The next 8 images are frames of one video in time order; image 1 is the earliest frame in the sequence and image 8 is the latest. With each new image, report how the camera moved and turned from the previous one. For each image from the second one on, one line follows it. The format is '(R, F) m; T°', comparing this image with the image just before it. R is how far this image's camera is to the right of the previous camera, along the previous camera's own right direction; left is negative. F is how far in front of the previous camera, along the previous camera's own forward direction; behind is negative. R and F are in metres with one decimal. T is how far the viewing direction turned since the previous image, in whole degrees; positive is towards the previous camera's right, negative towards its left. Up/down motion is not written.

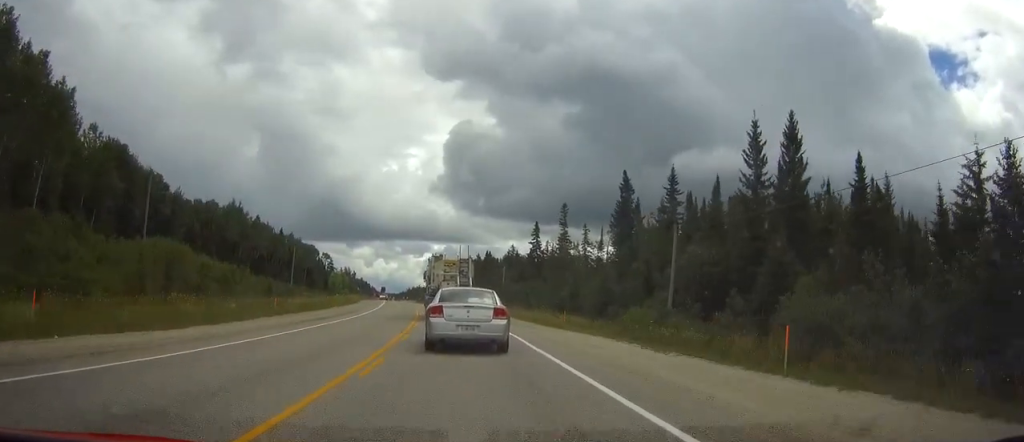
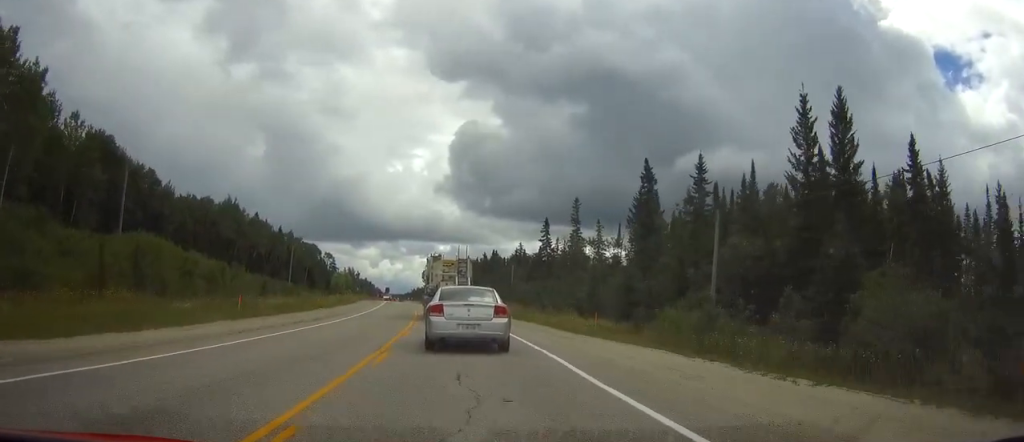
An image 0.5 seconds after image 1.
(-0.1, +7.2) m; -1°
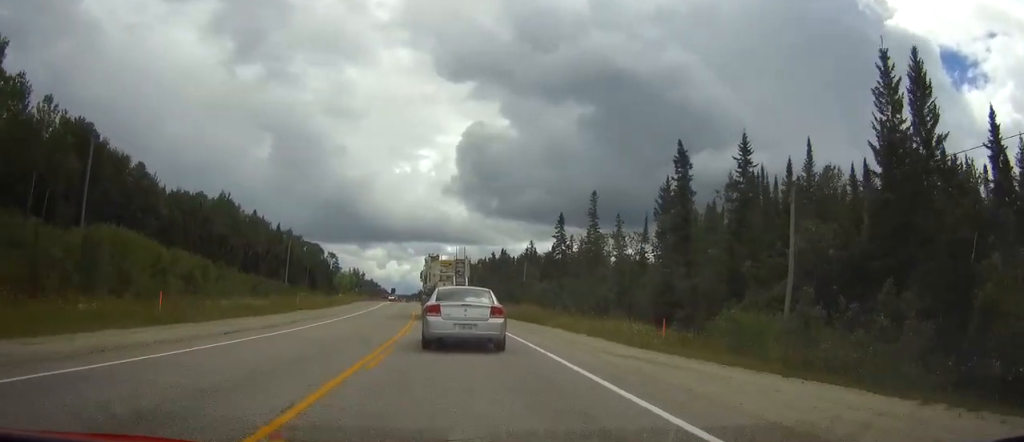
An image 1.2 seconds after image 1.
(-0.1, +9.5) m; -1°
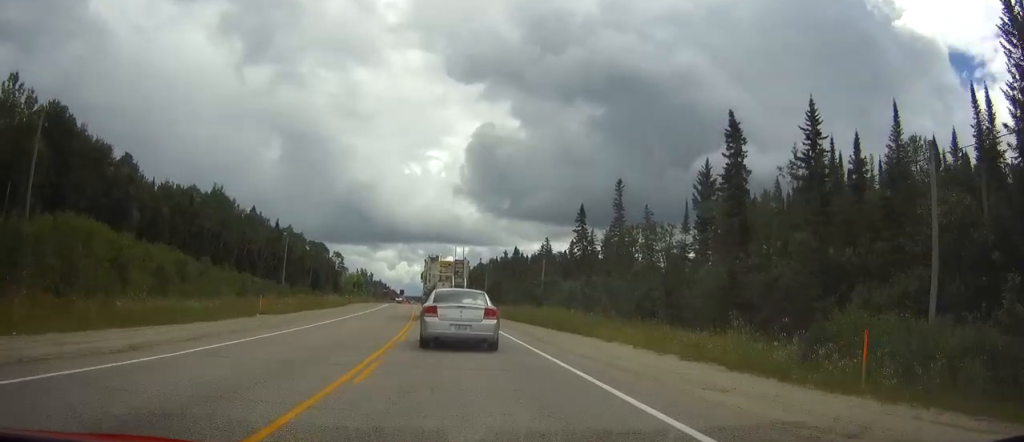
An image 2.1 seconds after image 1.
(-0.1, +11.3) m; -1°
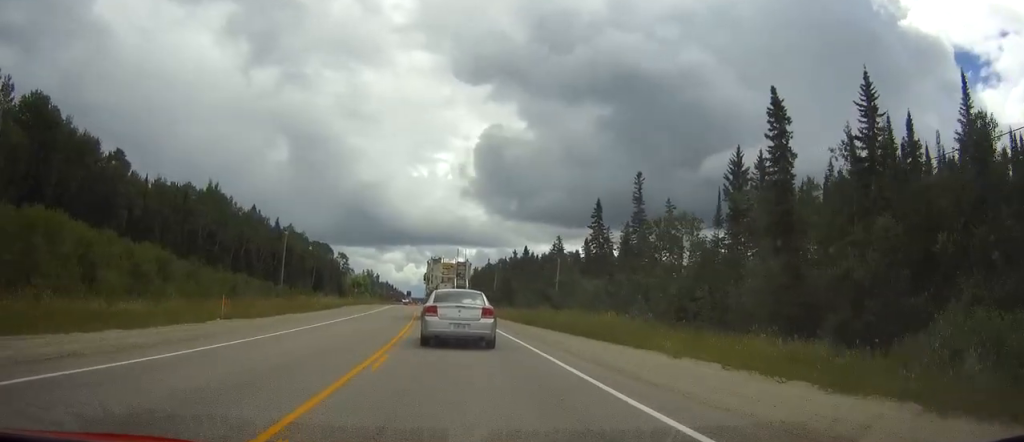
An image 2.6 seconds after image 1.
(0.0, +7.3) m; -1°
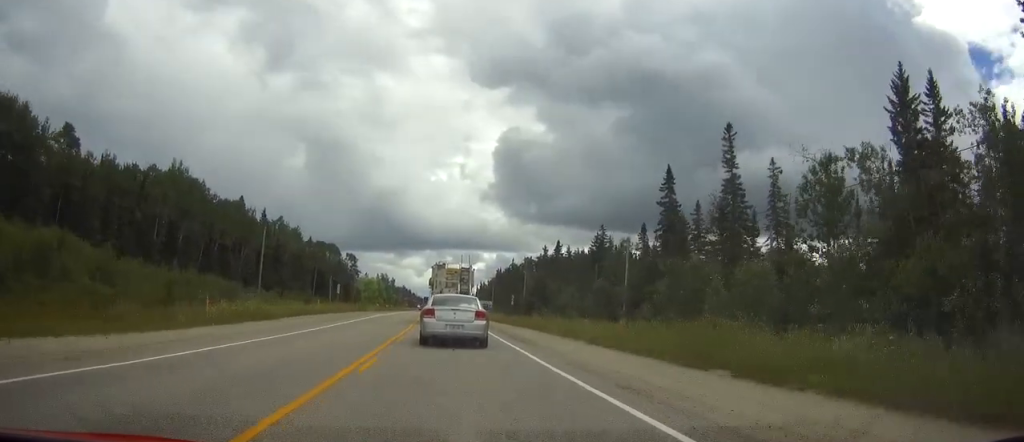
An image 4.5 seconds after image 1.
(-0.5, +26.8) m; -1°
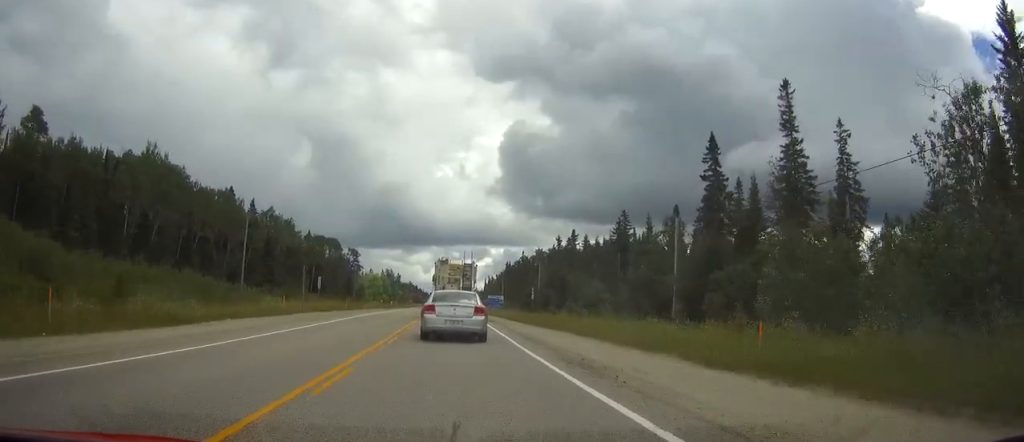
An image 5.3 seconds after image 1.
(0.0, +12.1) m; 0°
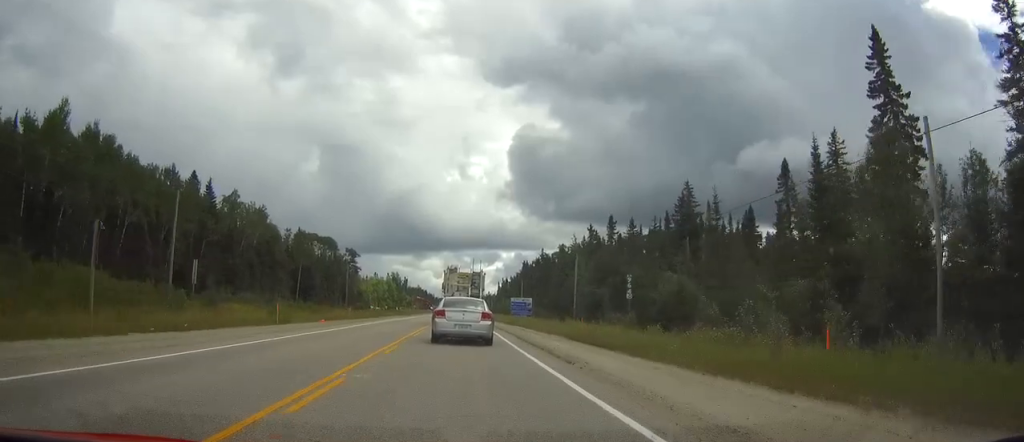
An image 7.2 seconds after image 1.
(-0.2, +28.5) m; 0°
